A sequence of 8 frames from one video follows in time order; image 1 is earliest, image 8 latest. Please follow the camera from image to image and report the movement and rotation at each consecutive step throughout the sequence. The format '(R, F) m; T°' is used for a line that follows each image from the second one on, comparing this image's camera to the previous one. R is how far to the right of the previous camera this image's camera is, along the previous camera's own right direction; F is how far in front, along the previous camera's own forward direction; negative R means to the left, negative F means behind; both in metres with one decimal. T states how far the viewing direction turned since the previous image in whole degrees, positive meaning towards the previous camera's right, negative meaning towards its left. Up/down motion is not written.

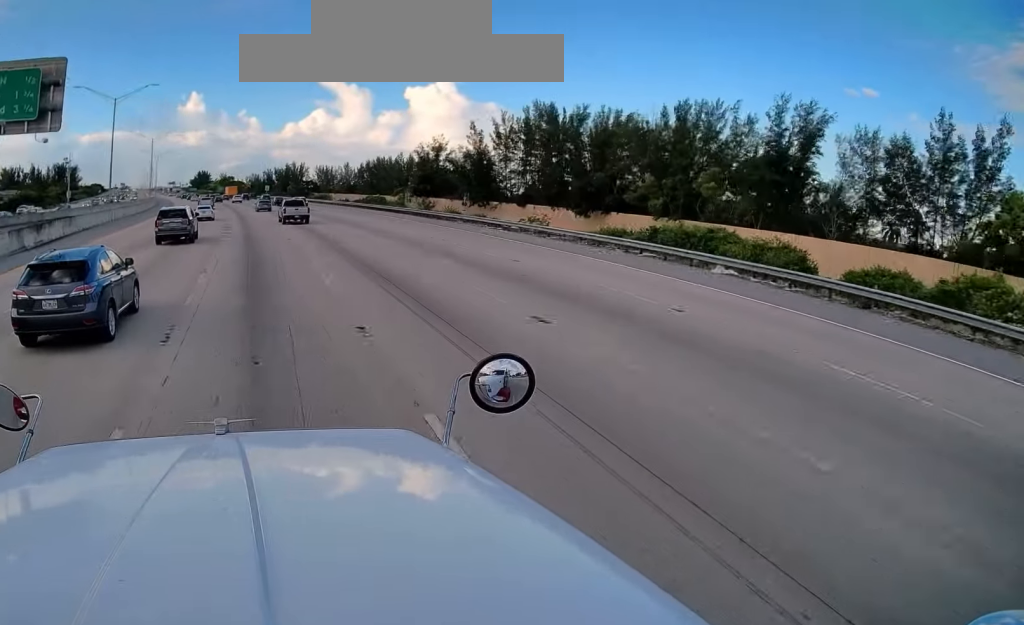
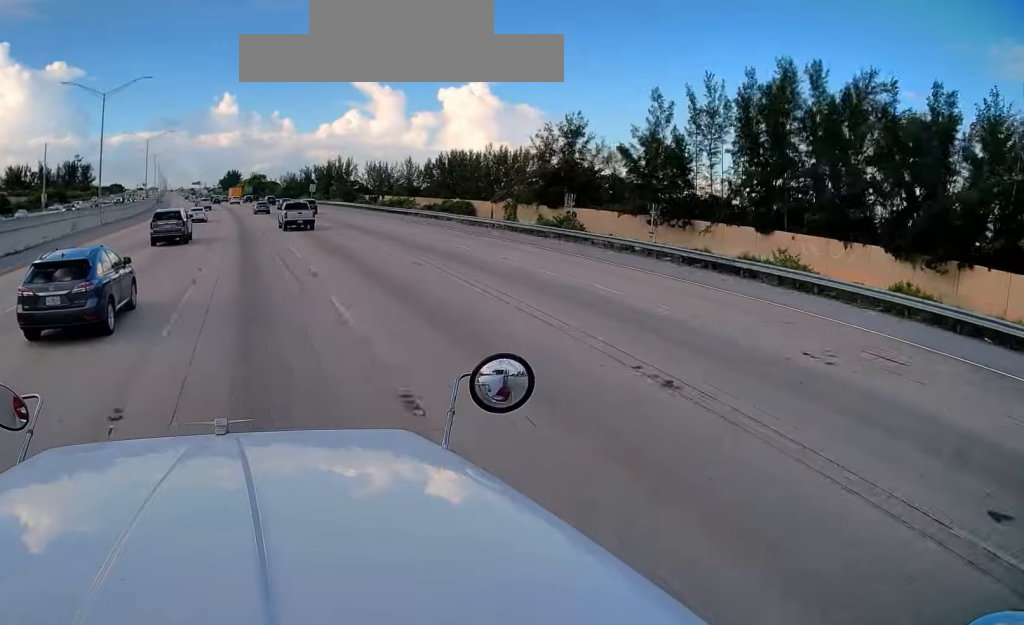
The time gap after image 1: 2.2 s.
(-1.6, +65.0) m; -3°
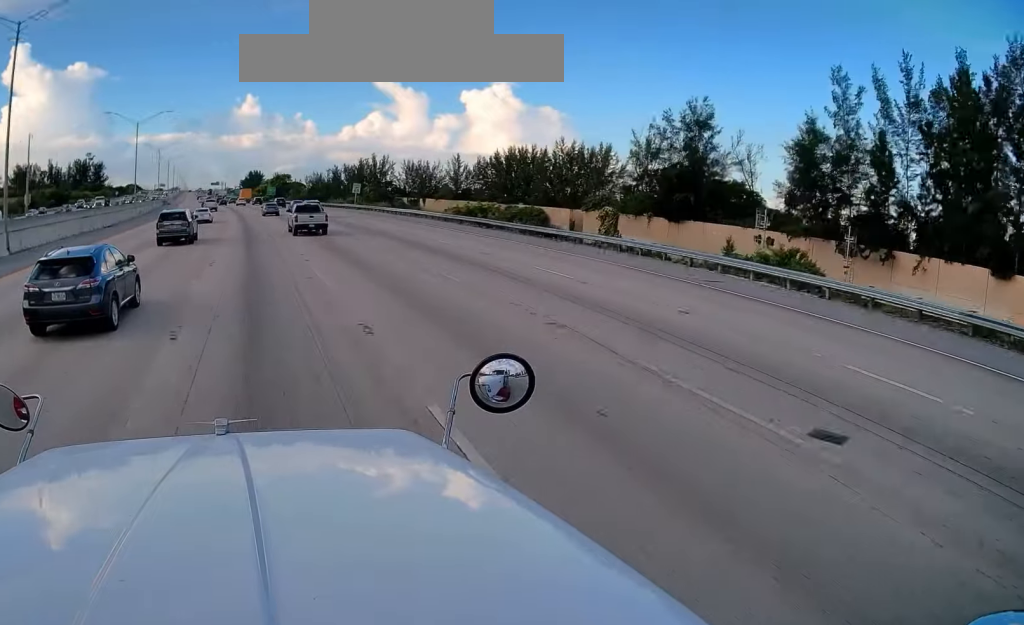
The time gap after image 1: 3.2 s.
(-0.5, +30.3) m; -2°
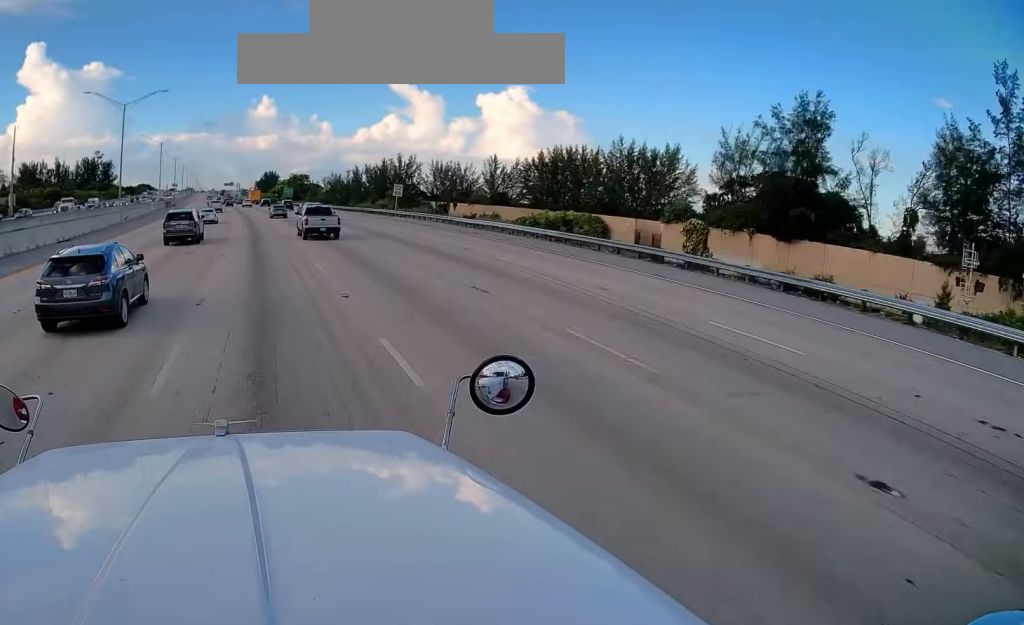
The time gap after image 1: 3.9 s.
(-0.4, +20.0) m; -1°
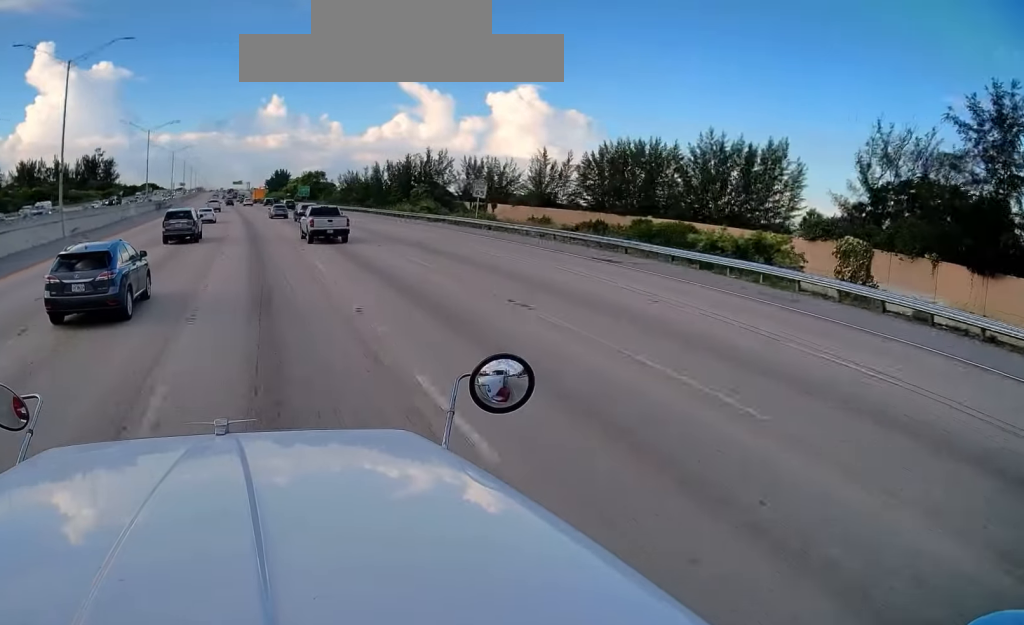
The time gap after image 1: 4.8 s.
(-0.4, +24.0) m; -1°
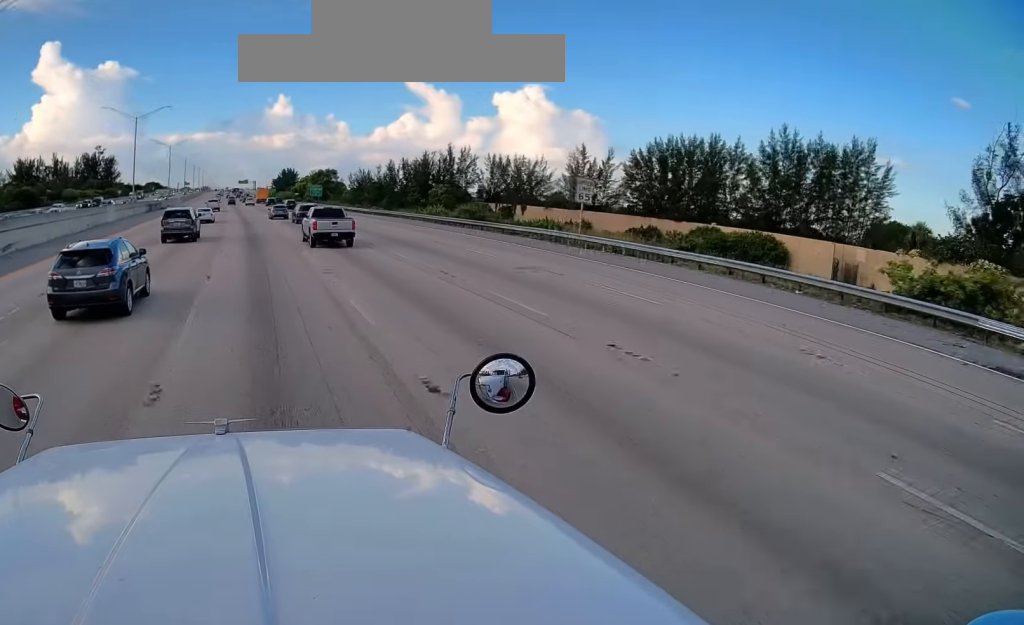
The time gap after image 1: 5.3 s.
(0.0, +15.1) m; 0°
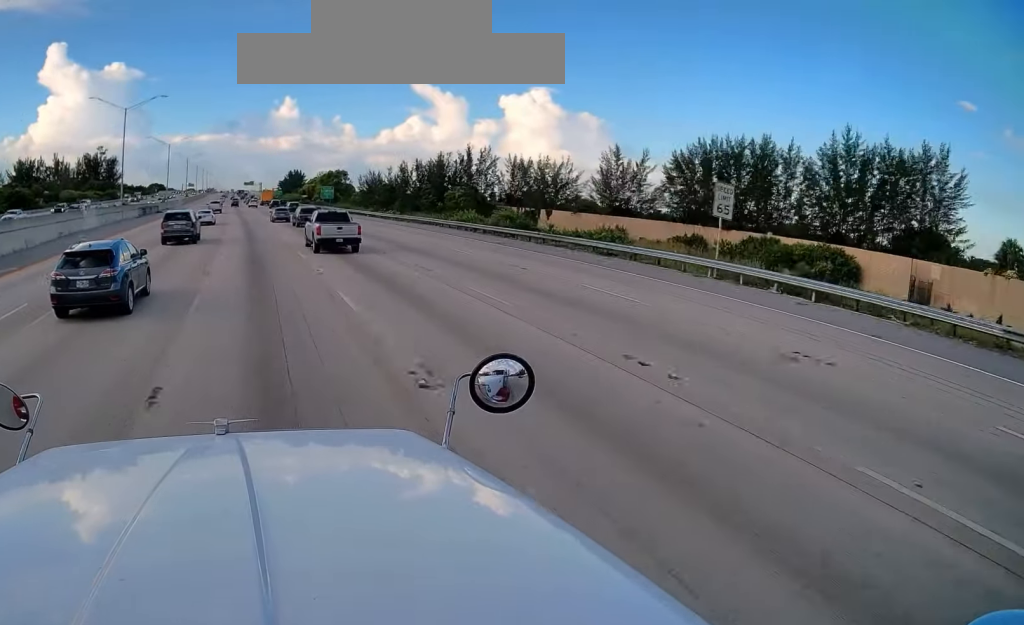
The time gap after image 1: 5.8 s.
(0.0, +11.0) m; 0°
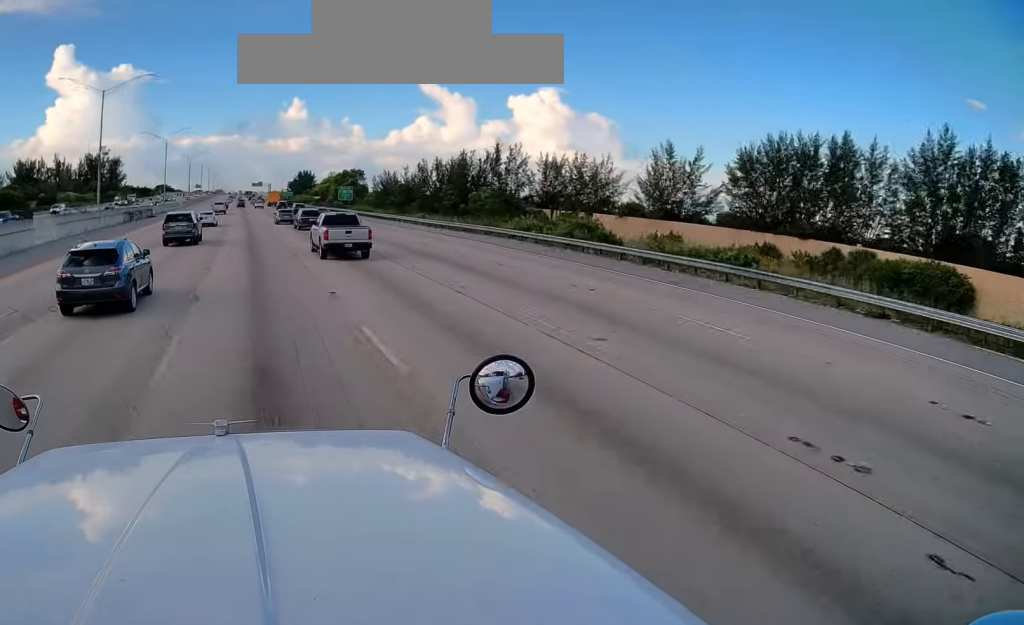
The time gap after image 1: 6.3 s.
(-0.1, +13.0) m; 0°
